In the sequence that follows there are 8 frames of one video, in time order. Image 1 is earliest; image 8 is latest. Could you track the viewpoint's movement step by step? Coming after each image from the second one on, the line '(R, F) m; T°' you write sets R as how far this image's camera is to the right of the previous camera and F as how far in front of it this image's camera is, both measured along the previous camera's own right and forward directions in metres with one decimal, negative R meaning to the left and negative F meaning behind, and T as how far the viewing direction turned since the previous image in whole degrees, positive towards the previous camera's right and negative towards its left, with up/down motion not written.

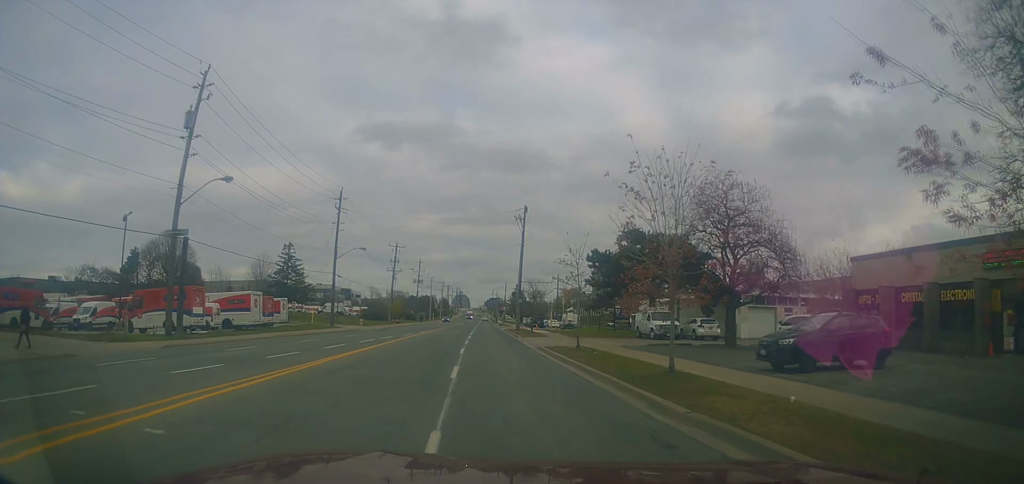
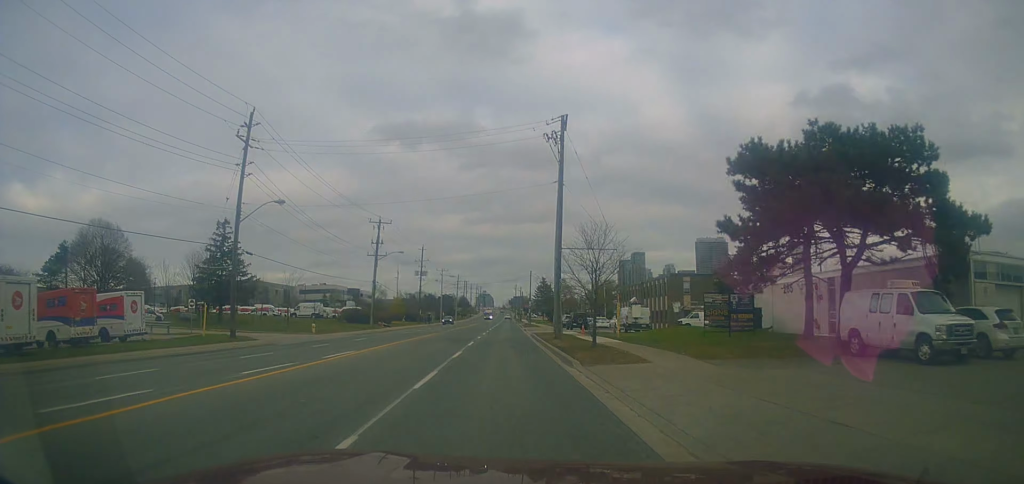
(0.0, +26.8) m; +2°
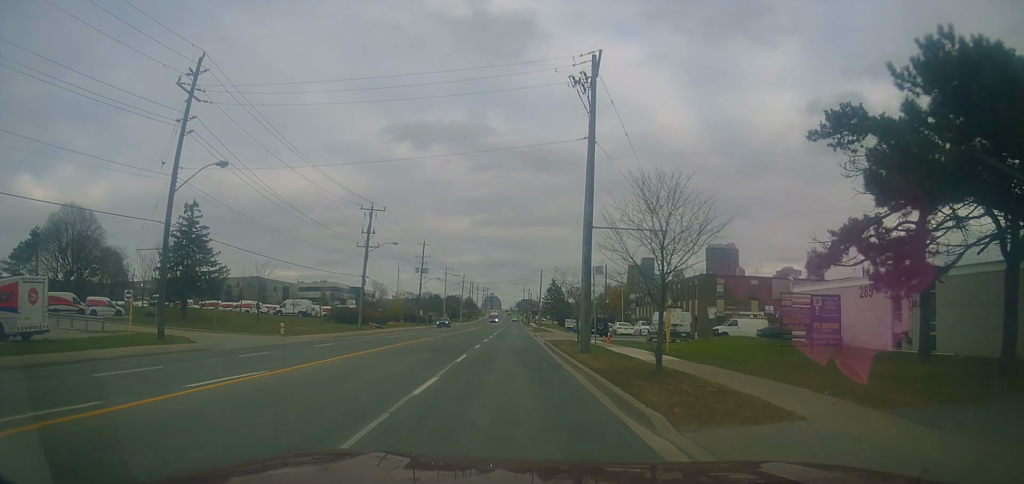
(0.0, +9.0) m; -1°
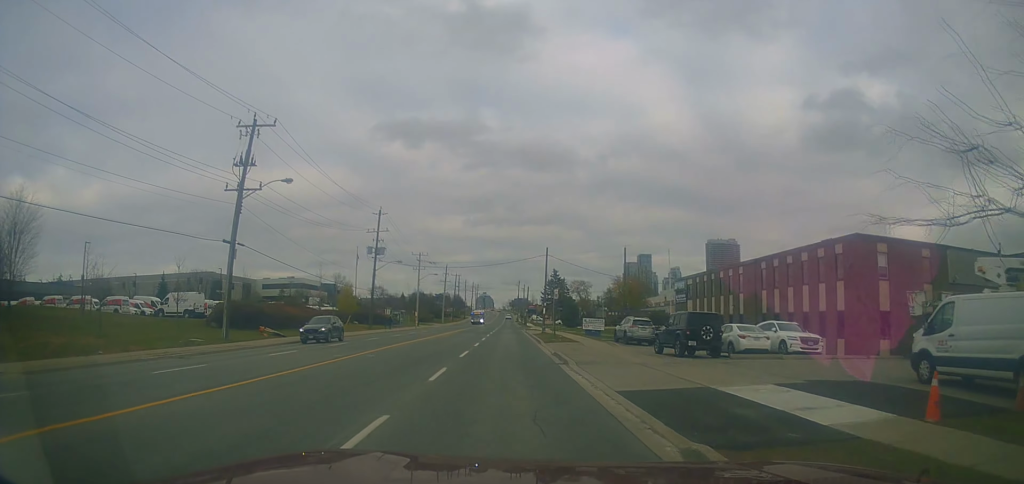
(-1.2, +29.9) m; -2°
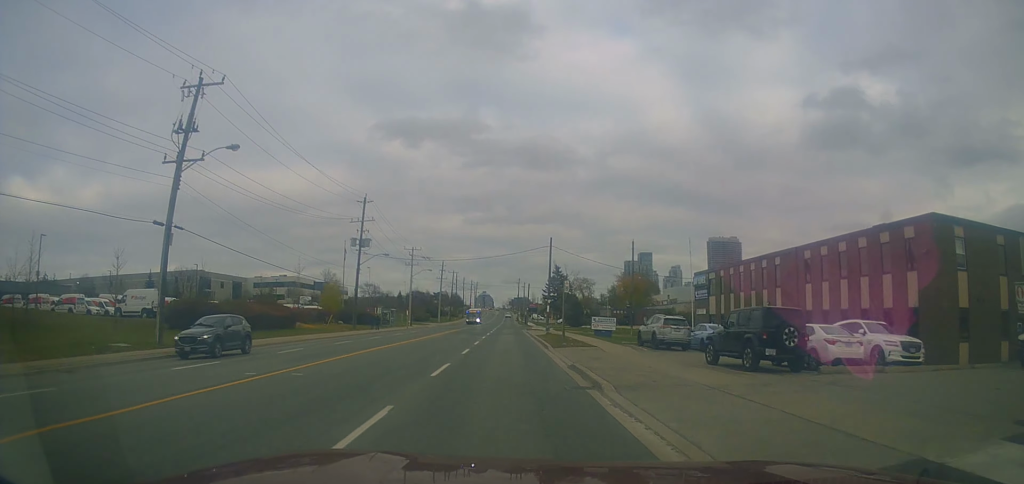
(+0.1, +7.2) m; 0°
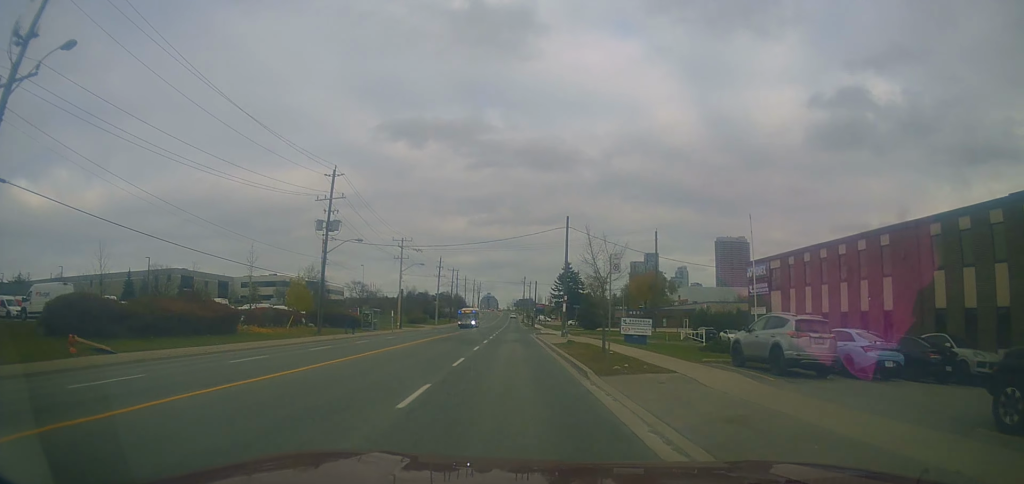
(+0.1, +12.9) m; 0°
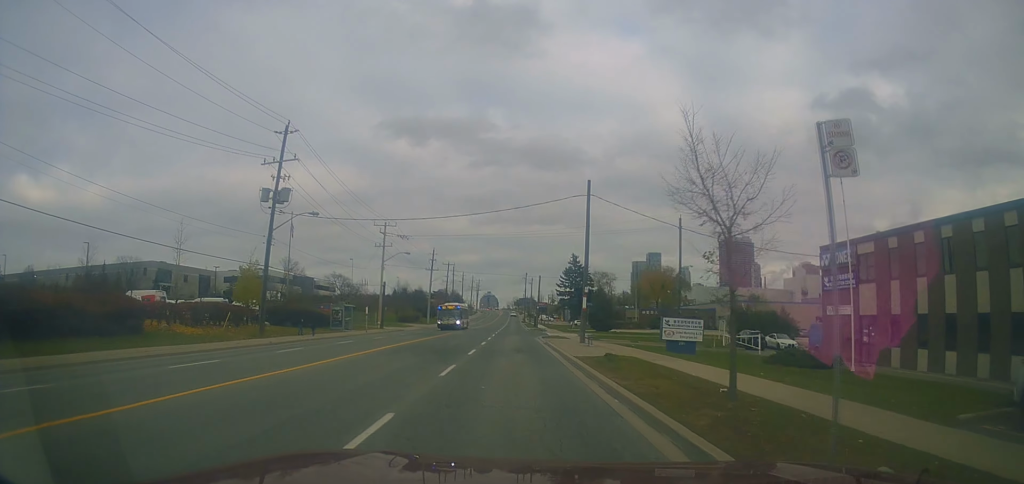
(-0.2, +12.0) m; 0°
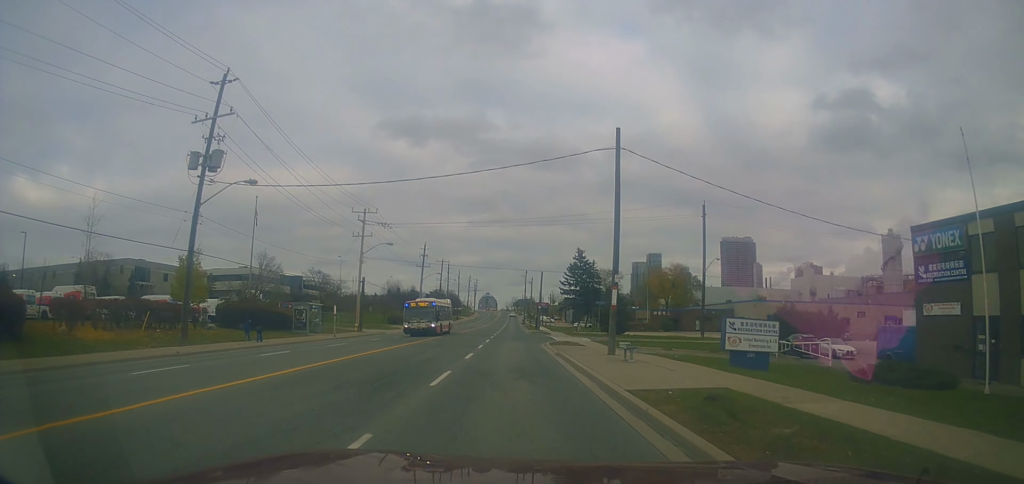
(+0.2, +9.8) m; +2°
